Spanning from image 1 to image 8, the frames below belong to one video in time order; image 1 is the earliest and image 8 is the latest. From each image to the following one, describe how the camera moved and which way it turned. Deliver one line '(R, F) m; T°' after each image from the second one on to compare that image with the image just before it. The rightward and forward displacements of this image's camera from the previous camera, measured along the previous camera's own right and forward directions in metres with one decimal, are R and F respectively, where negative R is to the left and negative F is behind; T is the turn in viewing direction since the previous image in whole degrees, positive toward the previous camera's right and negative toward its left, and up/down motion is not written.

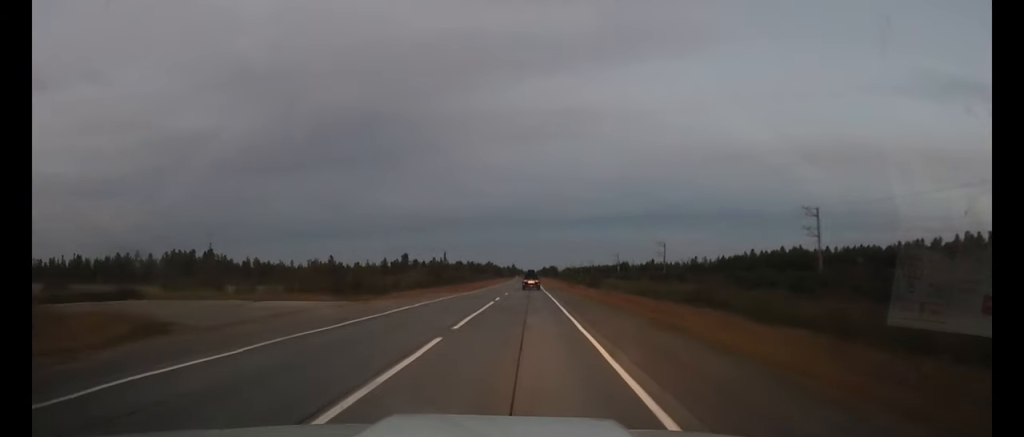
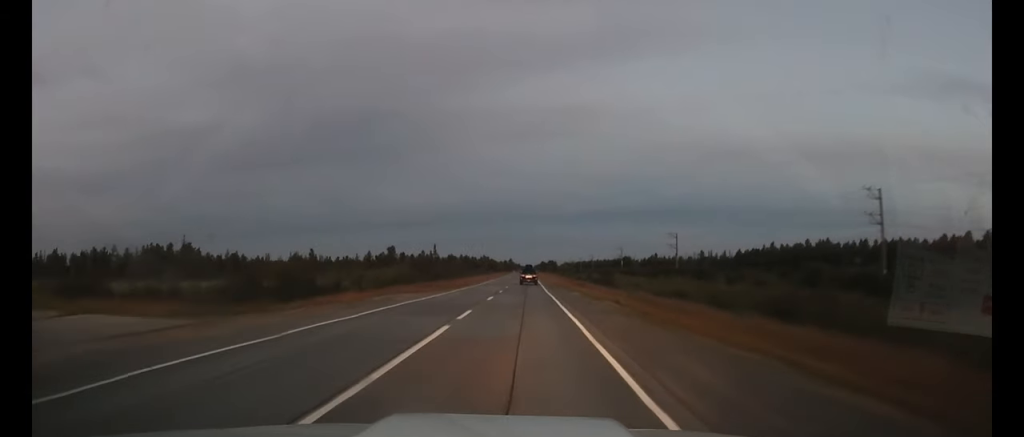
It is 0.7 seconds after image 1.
(0.0, +15.7) m; 0°
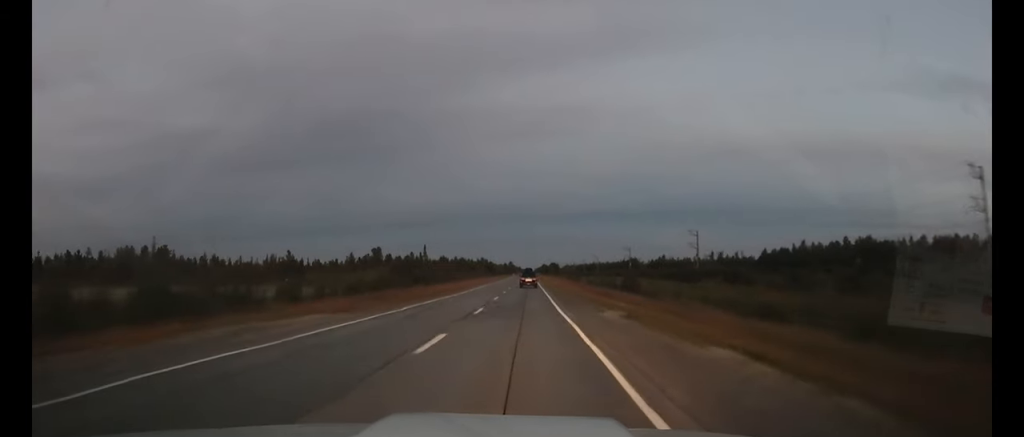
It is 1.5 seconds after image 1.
(0.0, +17.9) m; 0°
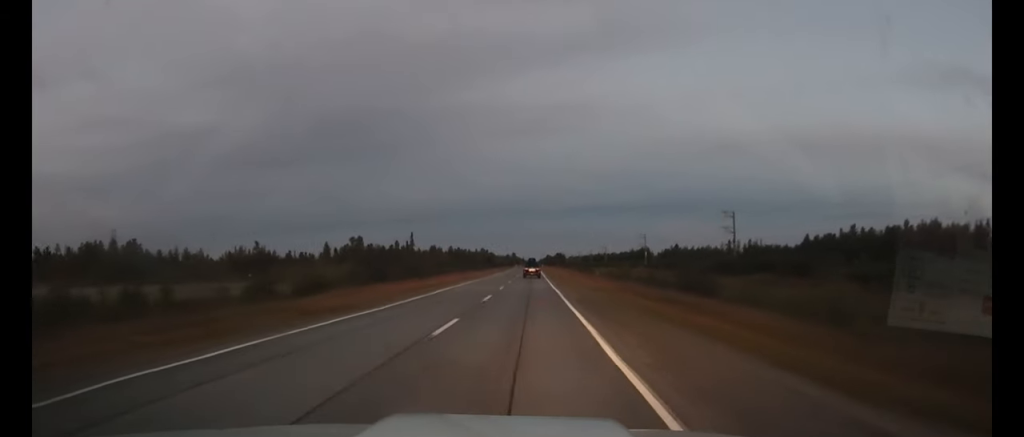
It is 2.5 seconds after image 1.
(0.0, +21.6) m; 0°
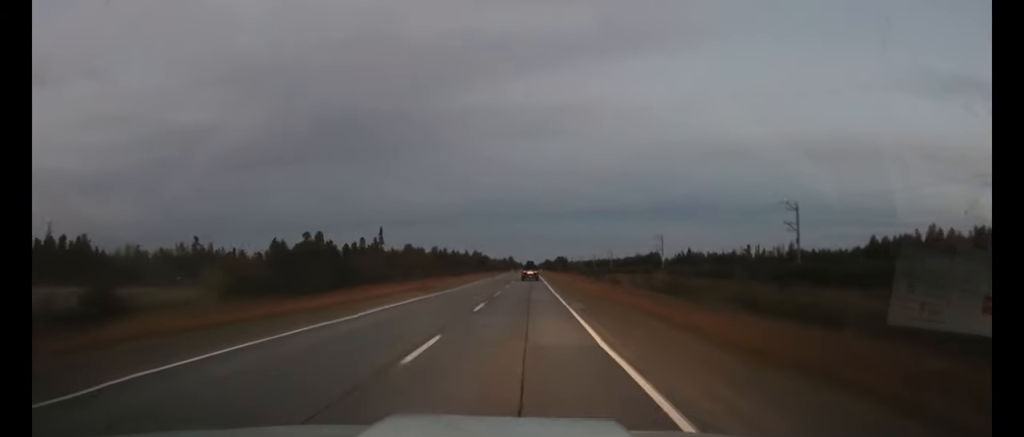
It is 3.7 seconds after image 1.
(0.0, +27.4) m; 0°
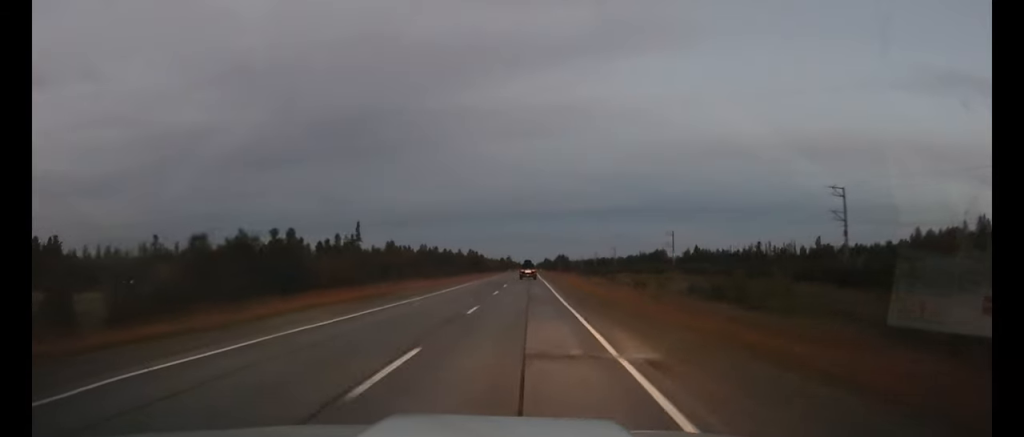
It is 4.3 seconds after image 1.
(0.0, +14.0) m; 0°
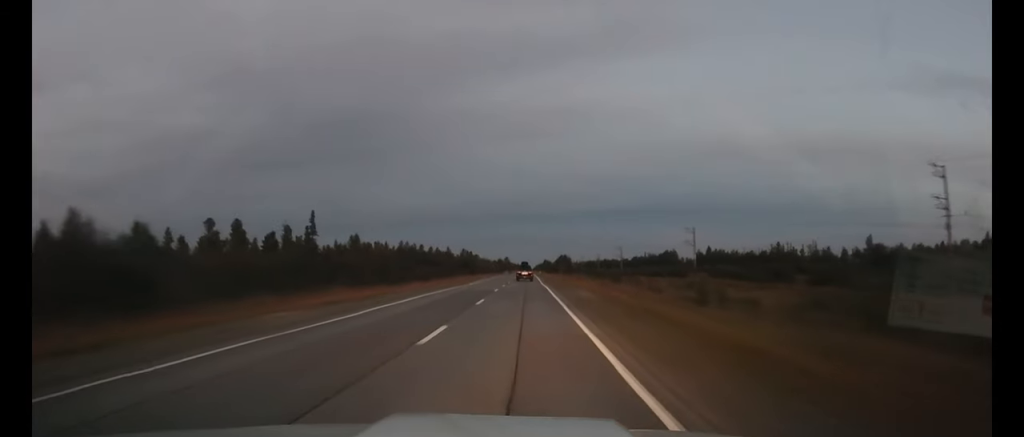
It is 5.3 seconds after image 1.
(+0.1, +20.5) m; 0°
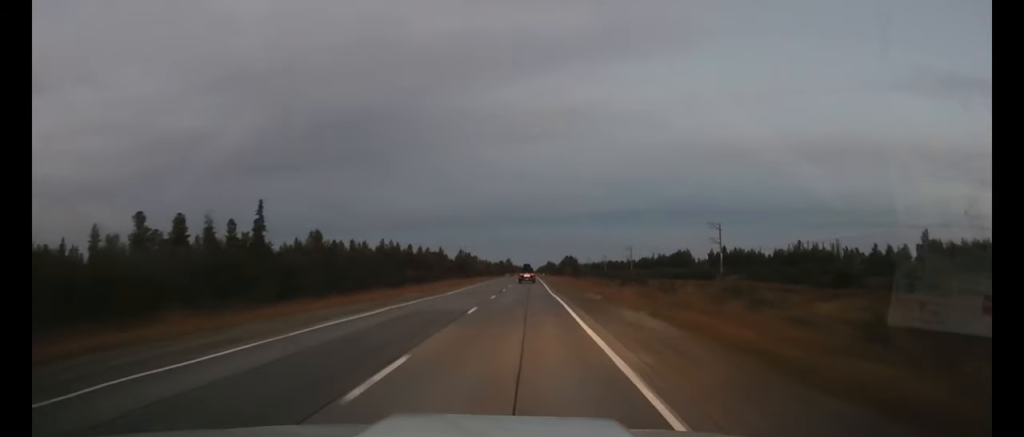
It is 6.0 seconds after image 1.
(0.0, +16.6) m; 0°
